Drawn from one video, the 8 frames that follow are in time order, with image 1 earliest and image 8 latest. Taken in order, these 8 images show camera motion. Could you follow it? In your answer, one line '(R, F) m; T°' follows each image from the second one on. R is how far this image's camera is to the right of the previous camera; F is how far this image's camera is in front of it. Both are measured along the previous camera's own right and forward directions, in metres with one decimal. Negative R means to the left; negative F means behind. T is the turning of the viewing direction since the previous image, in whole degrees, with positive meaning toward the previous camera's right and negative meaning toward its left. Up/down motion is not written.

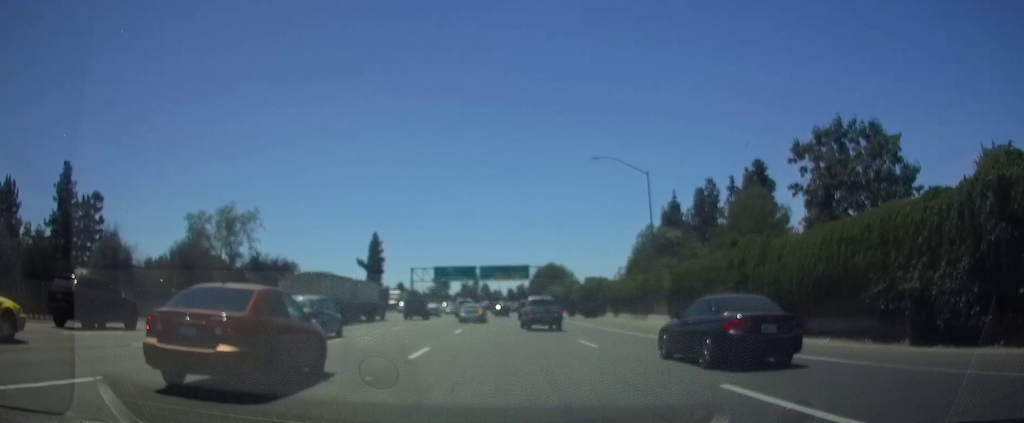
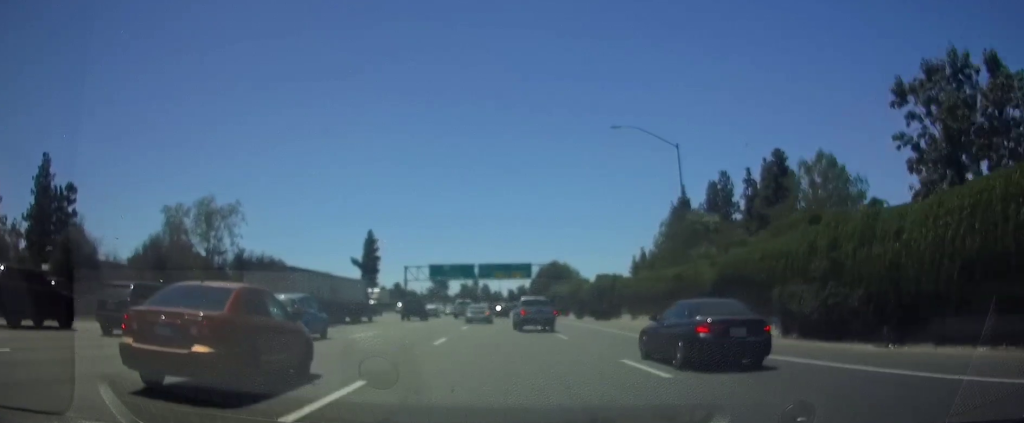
(+0.1, +8.6) m; 0°
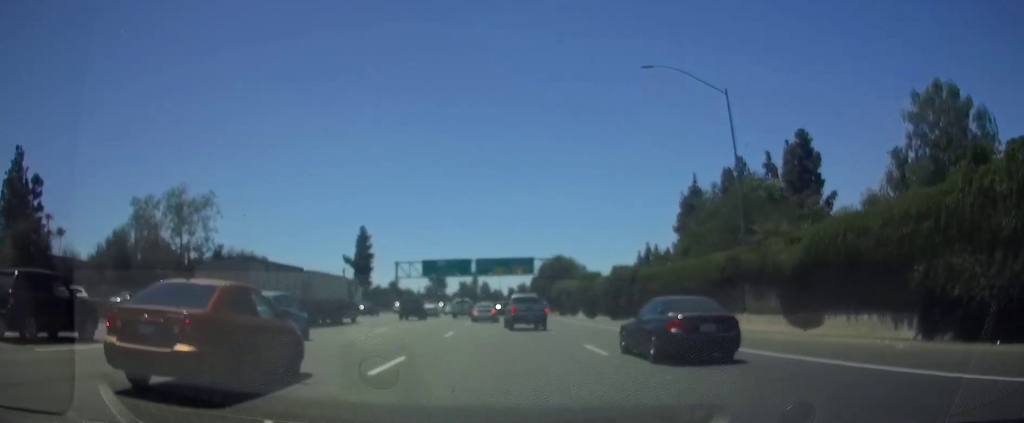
(-0.1, +9.8) m; 0°
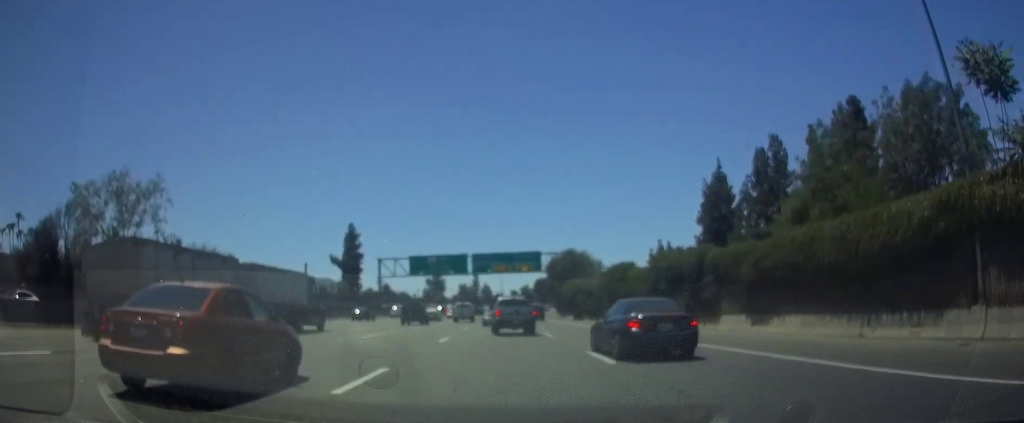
(0.0, +16.3) m; 0°
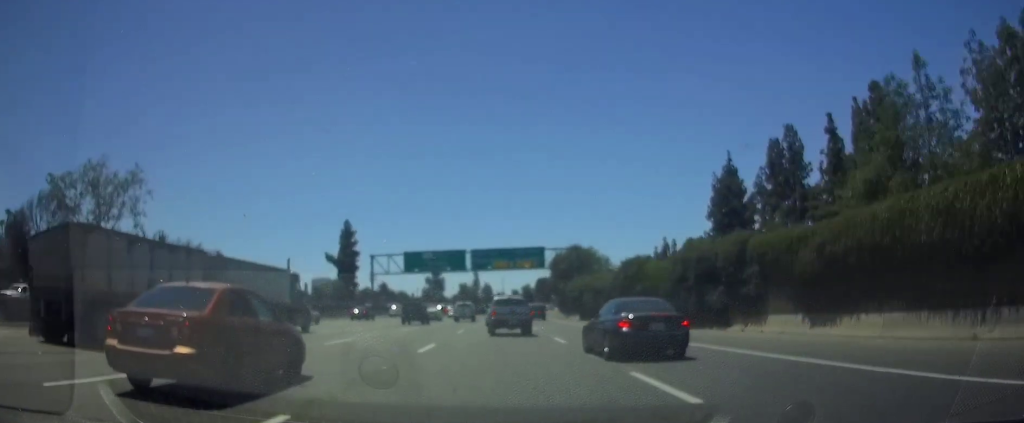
(0.0, +5.5) m; 0°
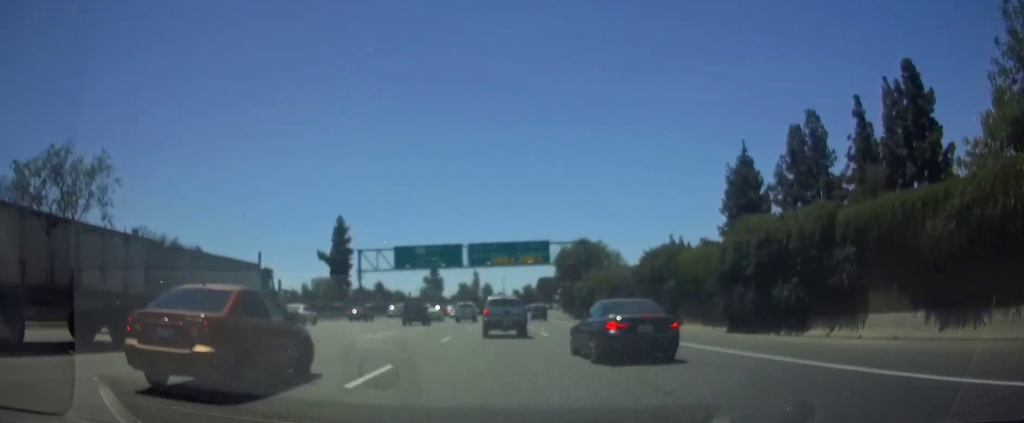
(0.0, +7.5) m; 0°
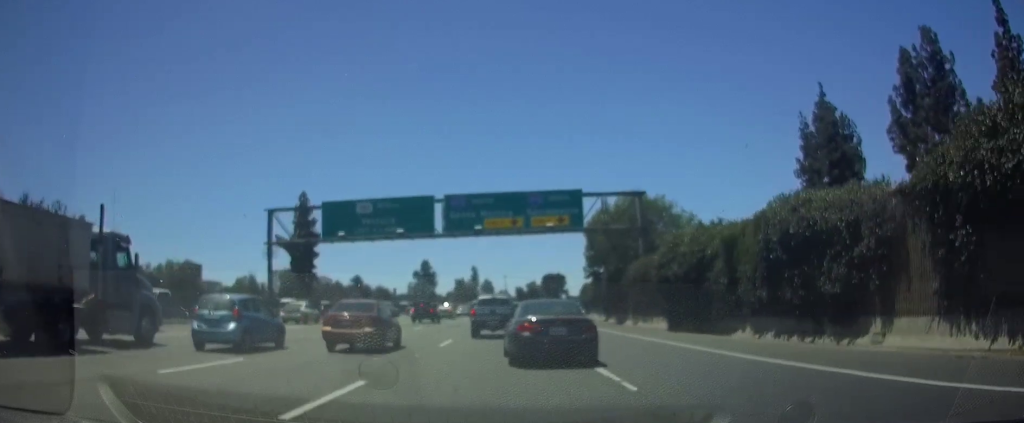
(0.0, +30.6) m; 0°
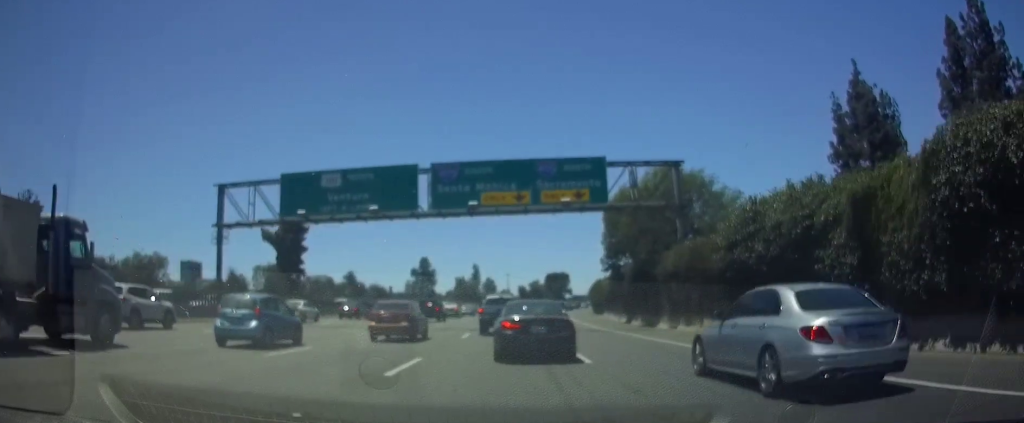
(0.0, +9.6) m; 0°
